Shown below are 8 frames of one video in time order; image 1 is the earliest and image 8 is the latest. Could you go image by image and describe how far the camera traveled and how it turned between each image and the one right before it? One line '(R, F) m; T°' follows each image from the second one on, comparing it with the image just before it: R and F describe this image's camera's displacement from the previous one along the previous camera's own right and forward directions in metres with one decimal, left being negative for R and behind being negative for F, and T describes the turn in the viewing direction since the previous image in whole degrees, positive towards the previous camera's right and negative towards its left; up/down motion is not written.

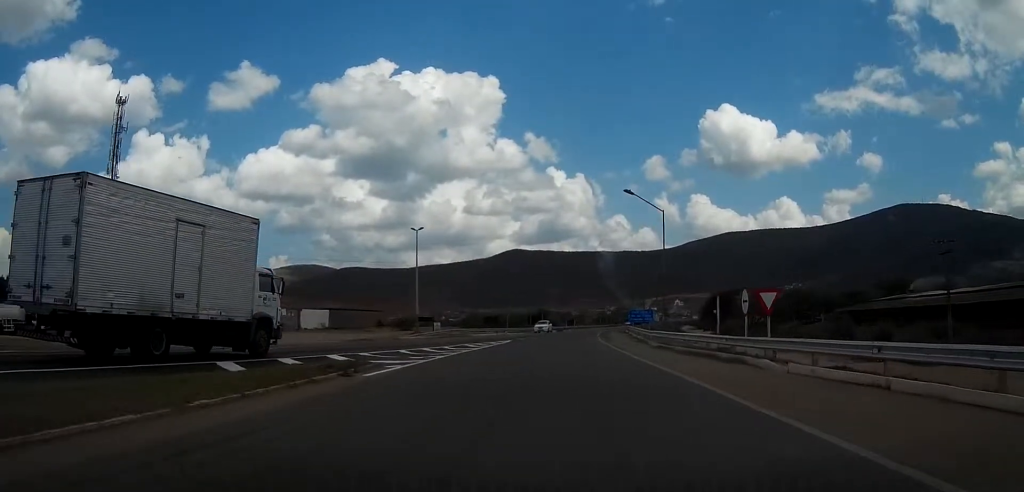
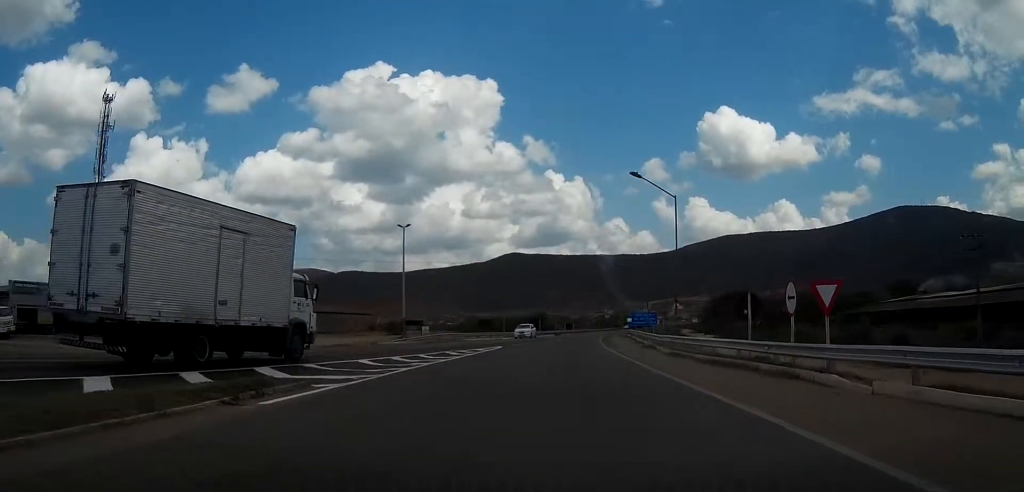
(-0.1, +5.5) m; 0°
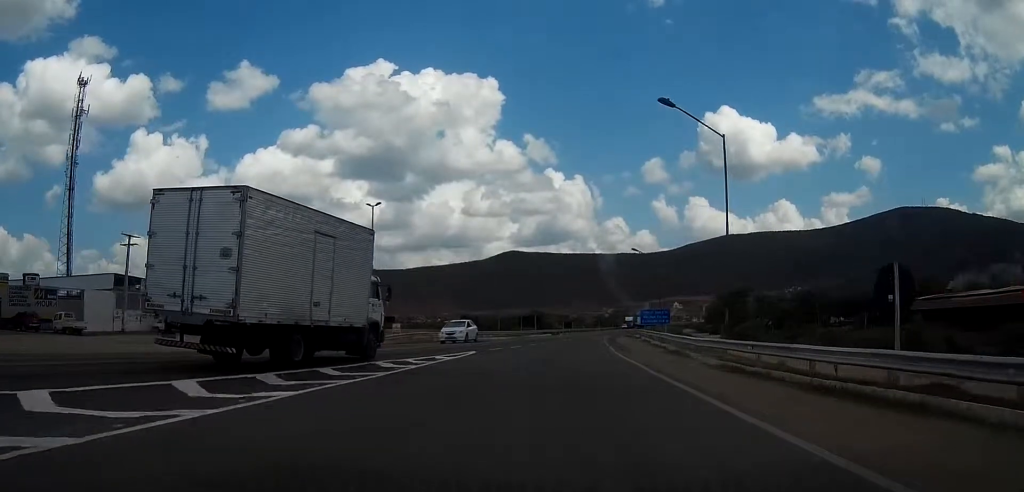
(+0.1, +11.8) m; 0°
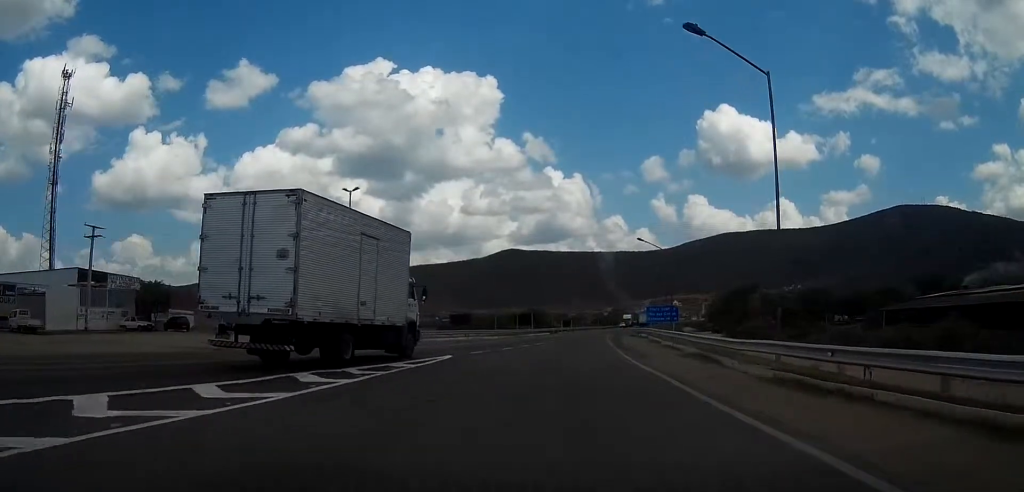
(-0.1, +6.3) m; 0°
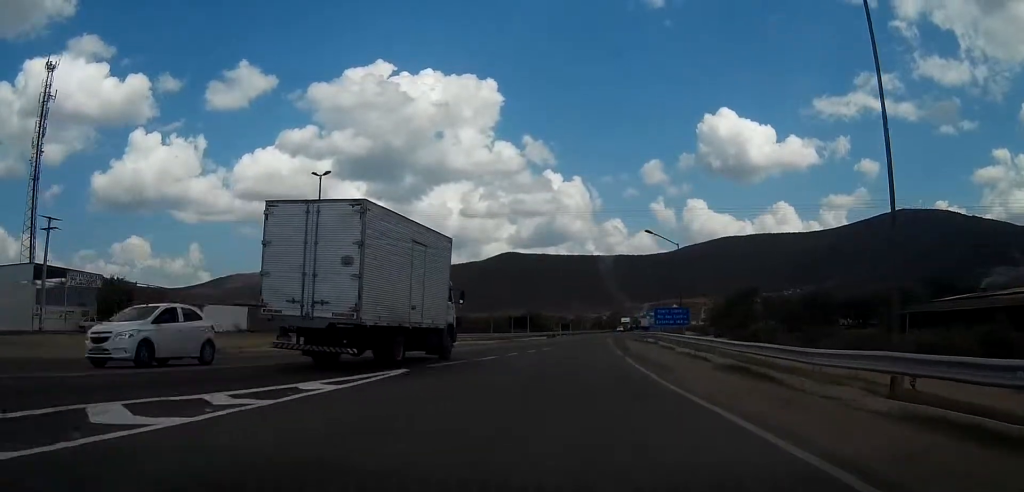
(+0.1, +6.9) m; +1°
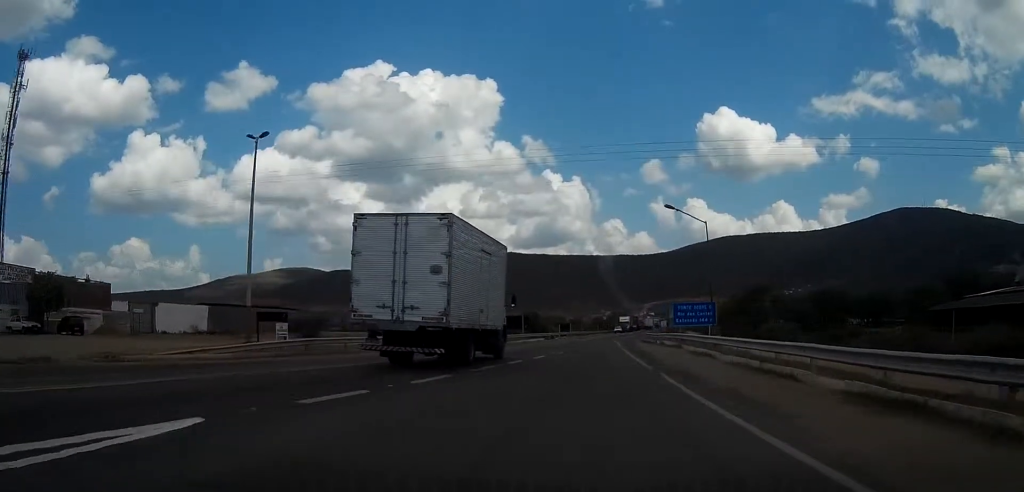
(0.0, +10.8) m; +1°
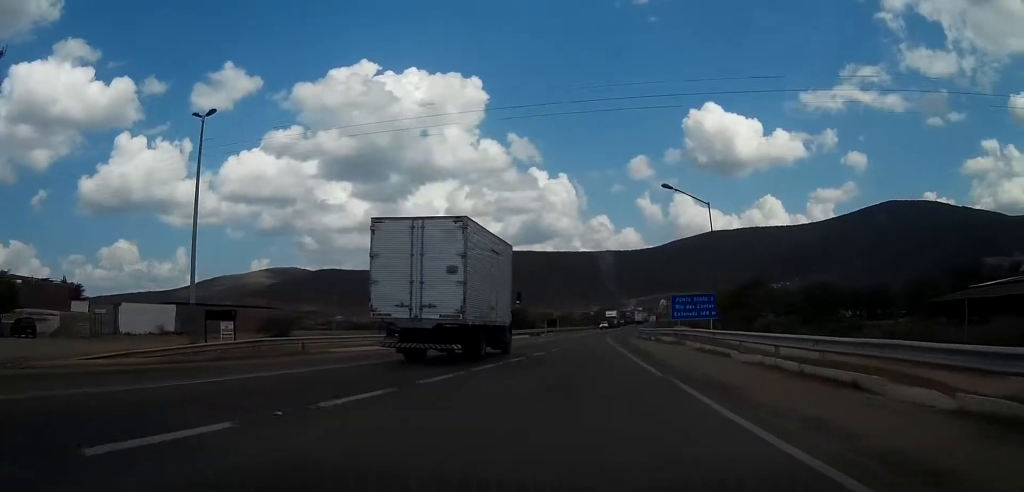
(0.0, +4.8) m; +1°
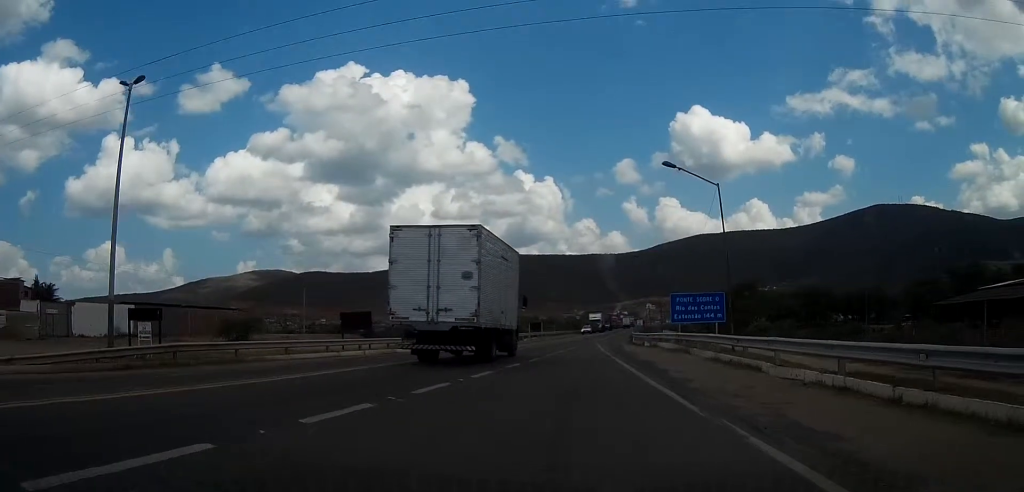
(0.0, +5.8) m; +1°
